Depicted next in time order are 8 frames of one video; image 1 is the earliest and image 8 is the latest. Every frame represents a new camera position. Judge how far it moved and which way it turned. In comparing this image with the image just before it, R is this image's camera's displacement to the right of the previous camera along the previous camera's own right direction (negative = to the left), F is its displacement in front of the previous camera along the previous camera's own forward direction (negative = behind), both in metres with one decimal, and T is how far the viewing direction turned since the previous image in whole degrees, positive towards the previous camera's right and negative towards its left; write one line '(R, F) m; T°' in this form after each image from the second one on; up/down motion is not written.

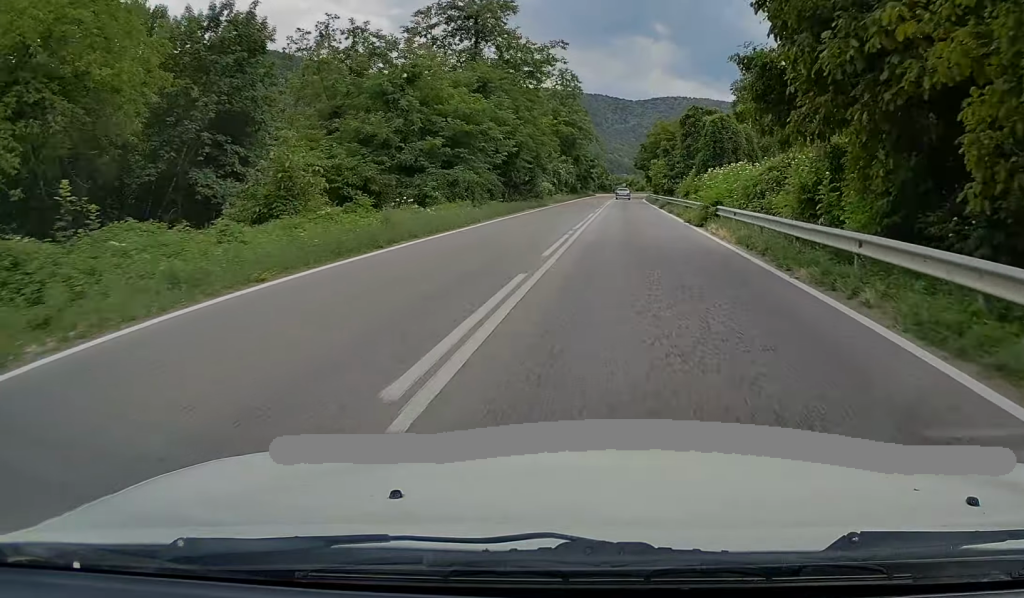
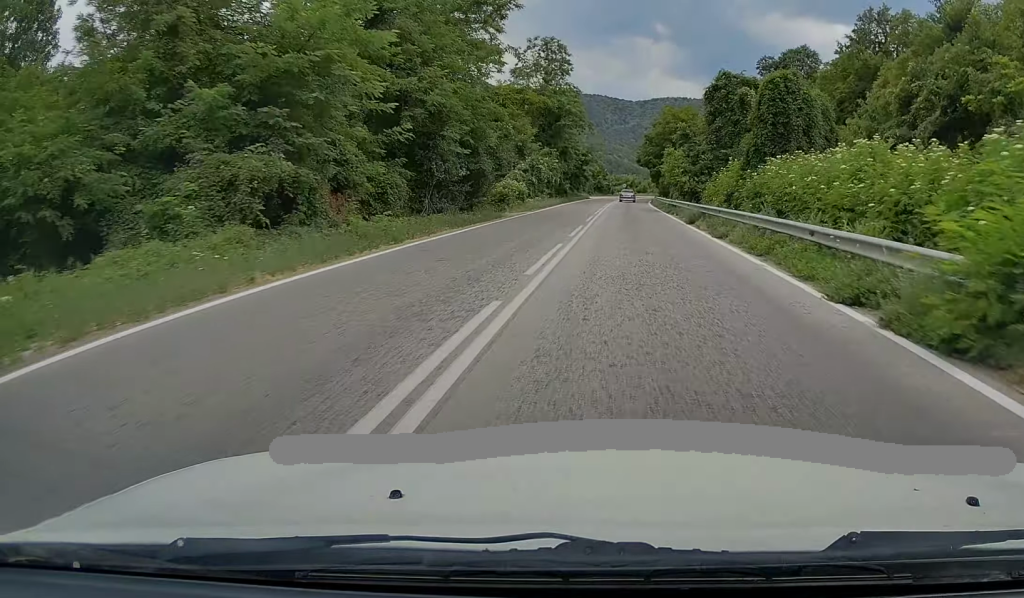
(0.0, +20.7) m; 0°
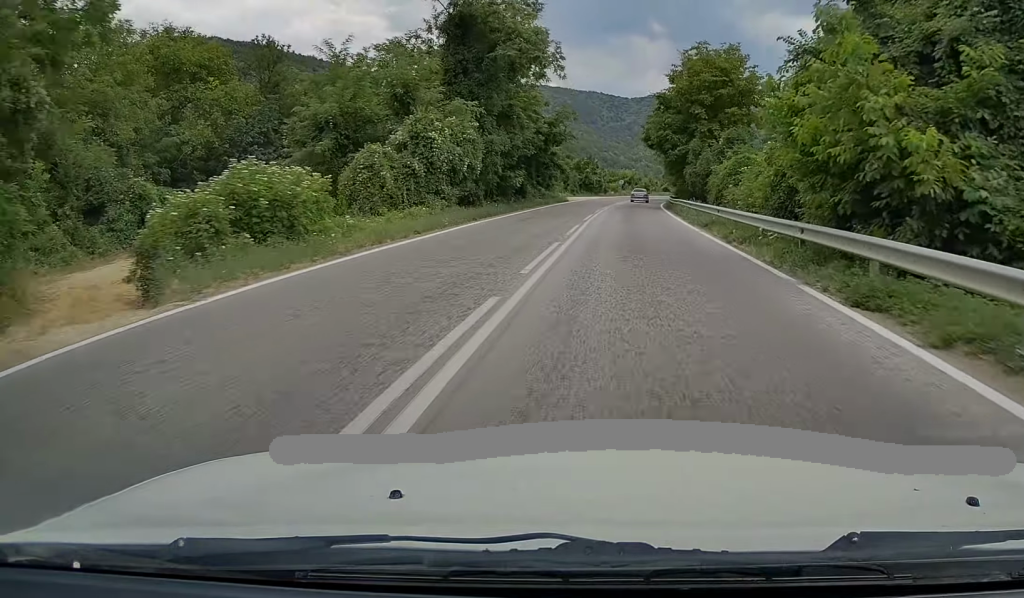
(+0.1, +35.8) m; +1°
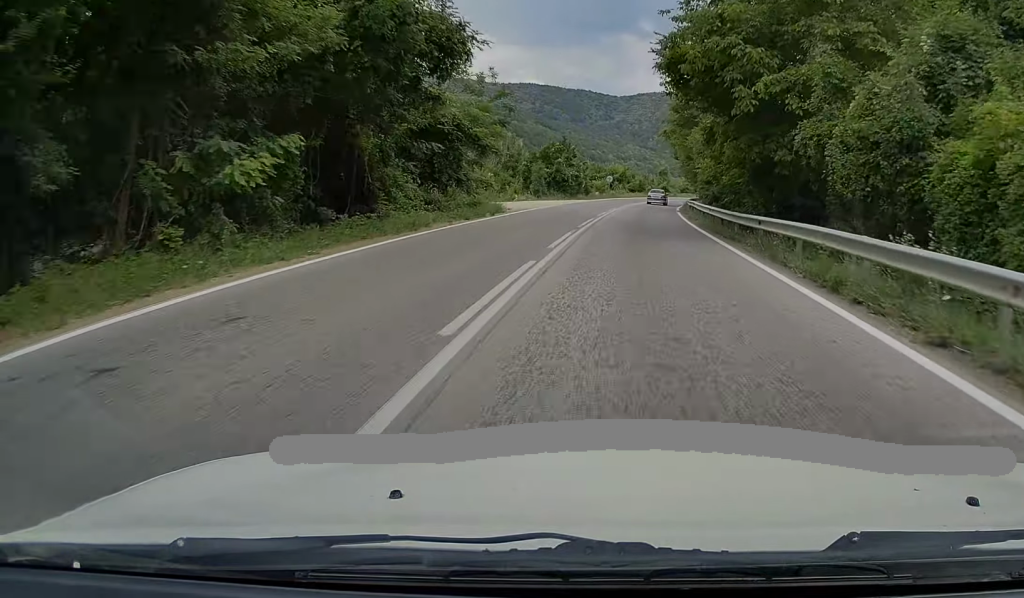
(+0.5, +31.3) m; +2°
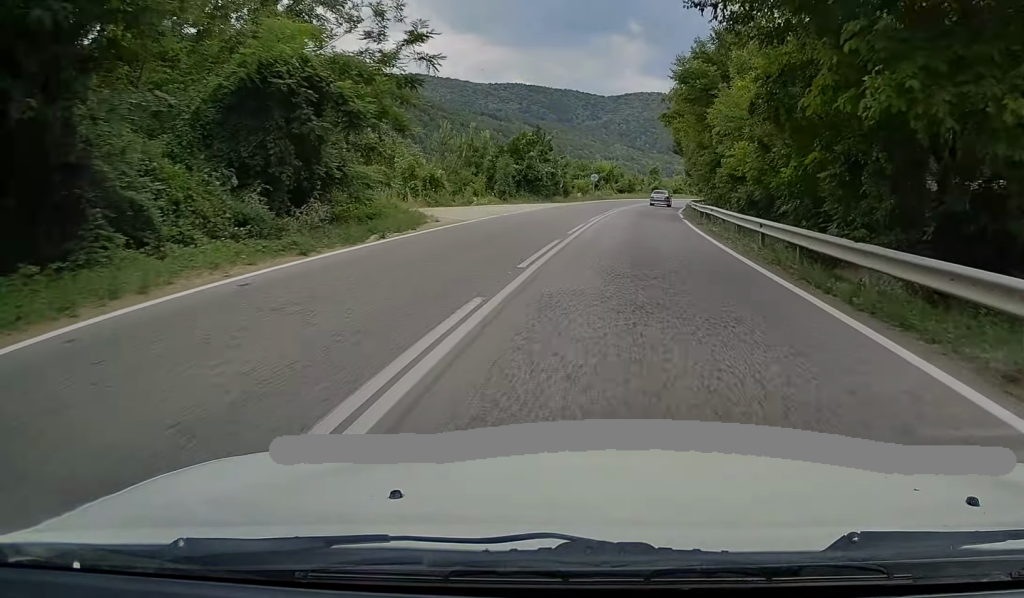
(+0.1, +12.6) m; +1°
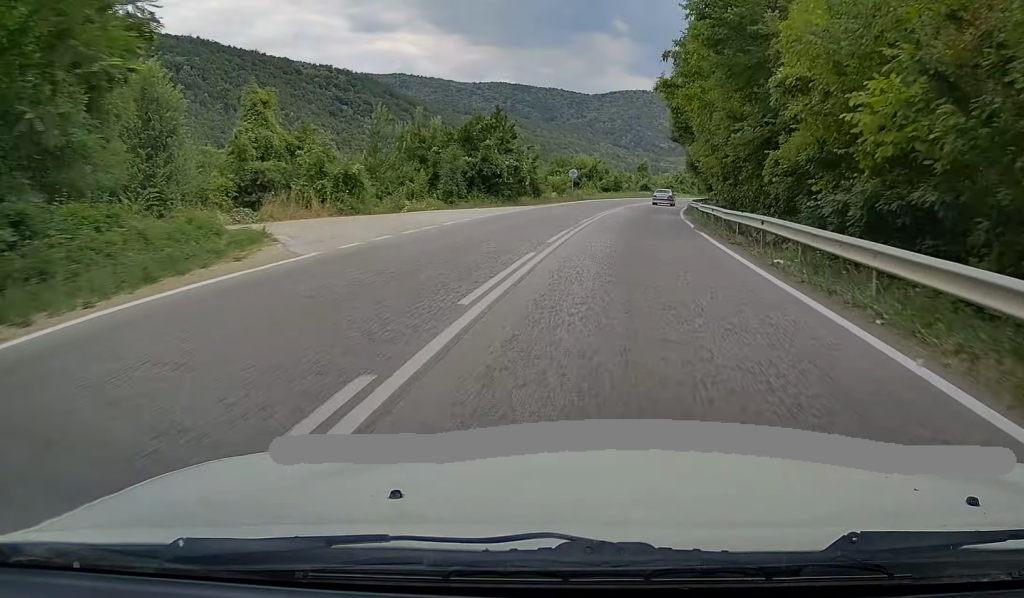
(0.0, +12.4) m; +1°
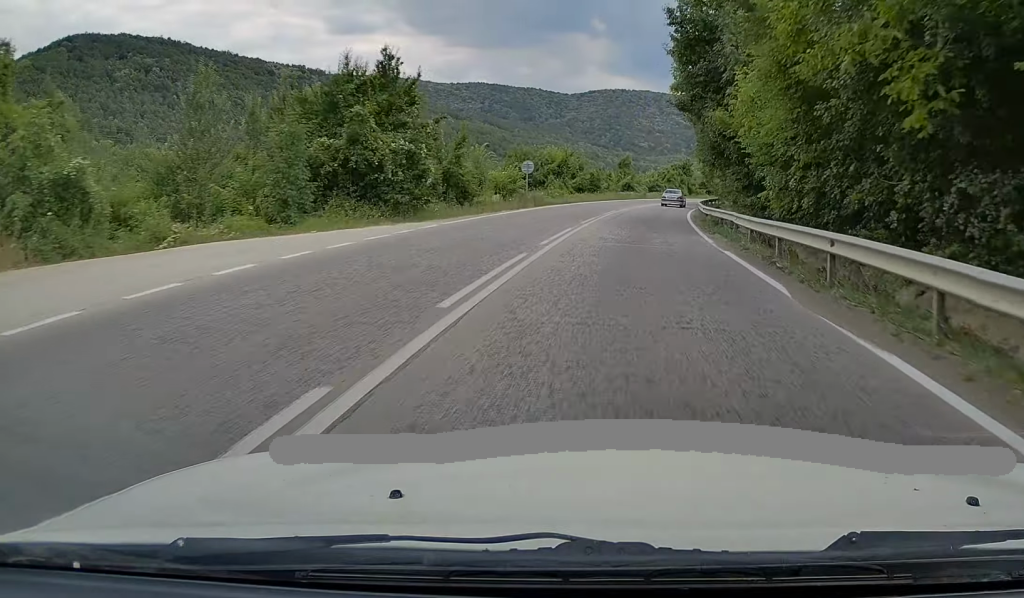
(+0.1, +17.7) m; +2°
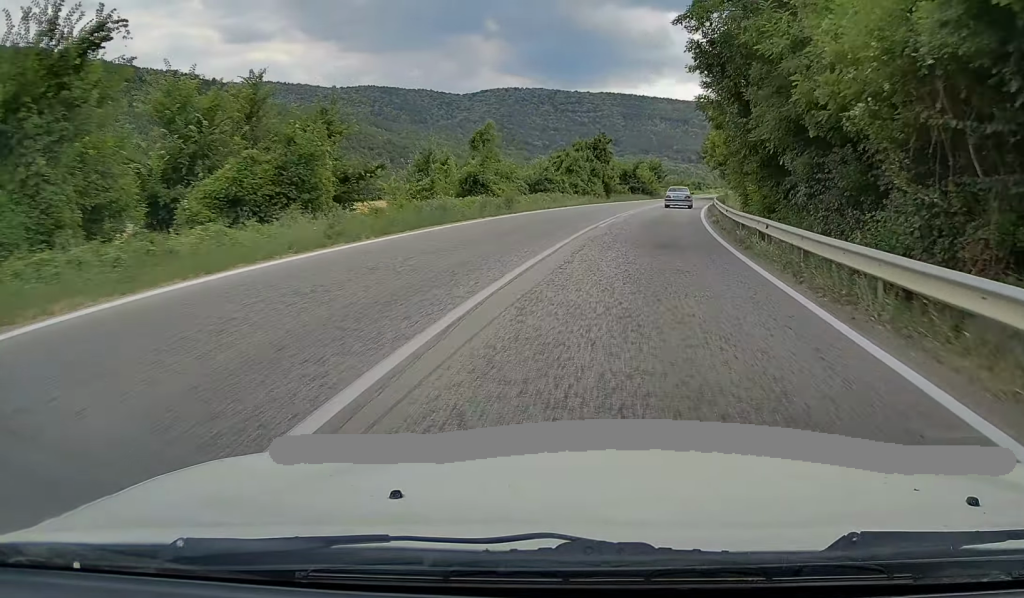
(+4.2, +54.4) m; +9°
